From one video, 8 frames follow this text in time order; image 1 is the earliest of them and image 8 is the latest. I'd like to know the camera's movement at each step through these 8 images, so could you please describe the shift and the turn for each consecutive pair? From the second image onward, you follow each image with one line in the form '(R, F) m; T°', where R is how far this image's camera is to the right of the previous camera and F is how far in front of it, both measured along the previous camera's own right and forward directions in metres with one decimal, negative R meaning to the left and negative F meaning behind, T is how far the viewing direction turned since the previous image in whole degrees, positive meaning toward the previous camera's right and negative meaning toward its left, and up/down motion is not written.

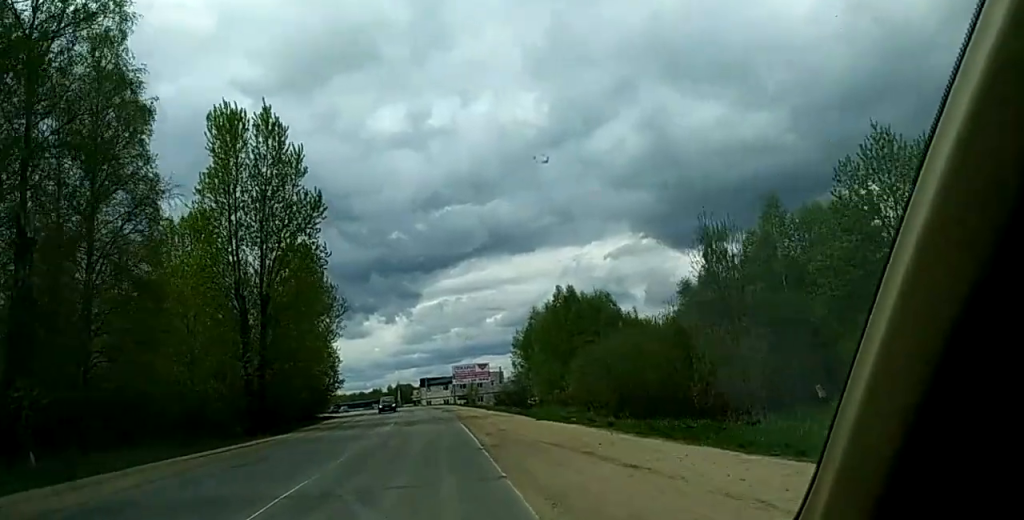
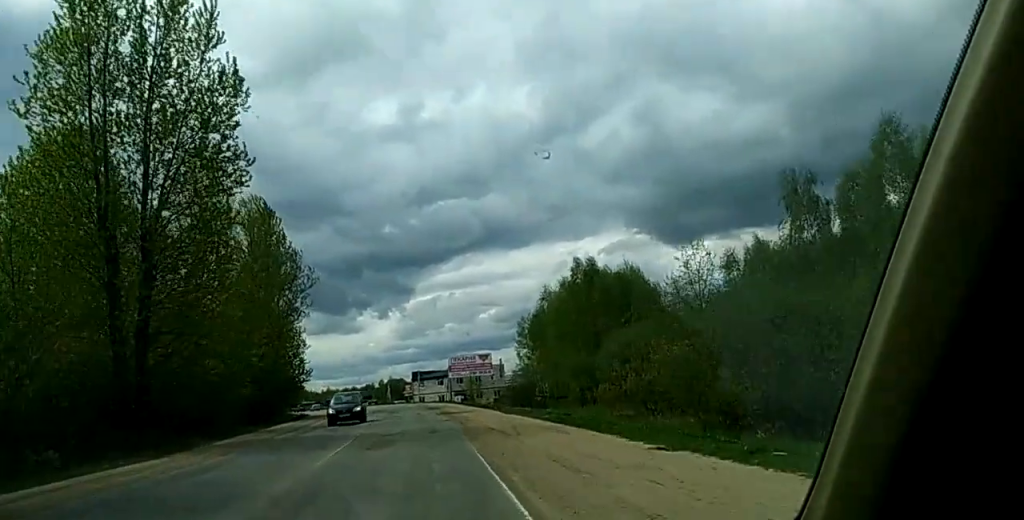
(0.0, +18.9) m; -2°
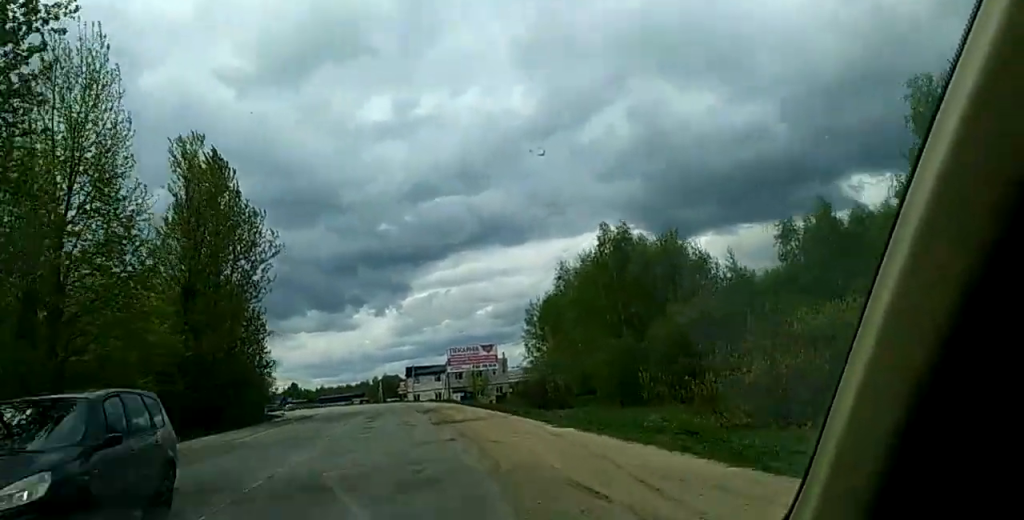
(-0.5, +15.9) m; -1°
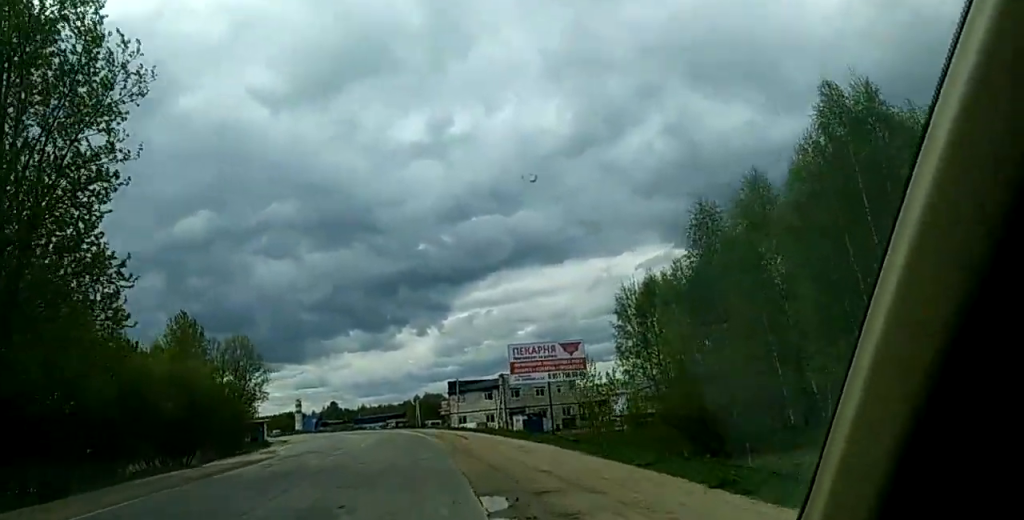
(-0.7, +34.9) m; -3°
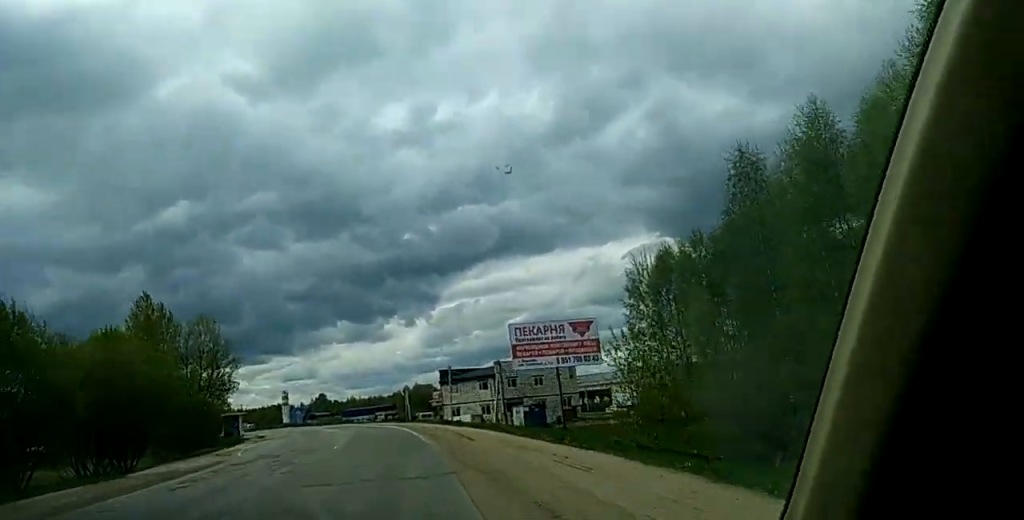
(-0.1, +9.0) m; -1°
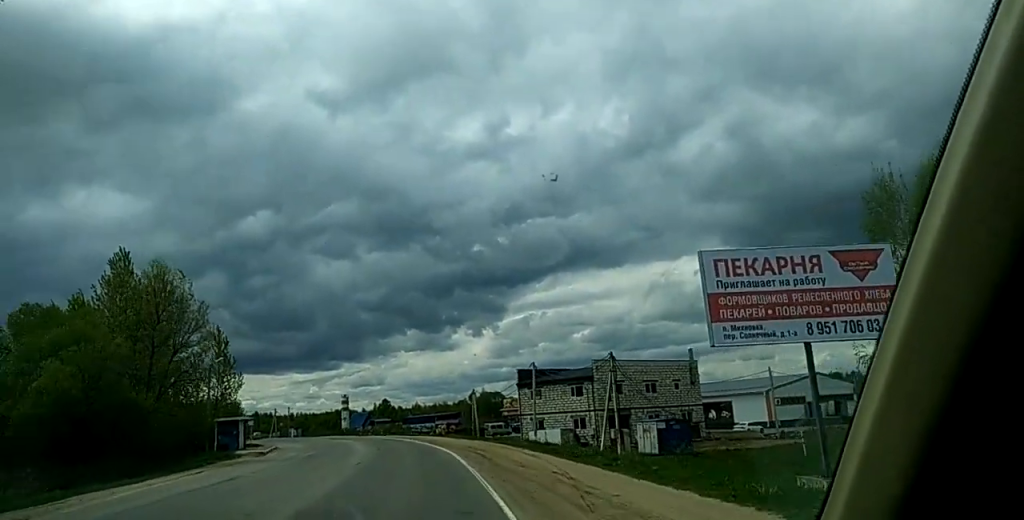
(+0.5, +29.9) m; +1°
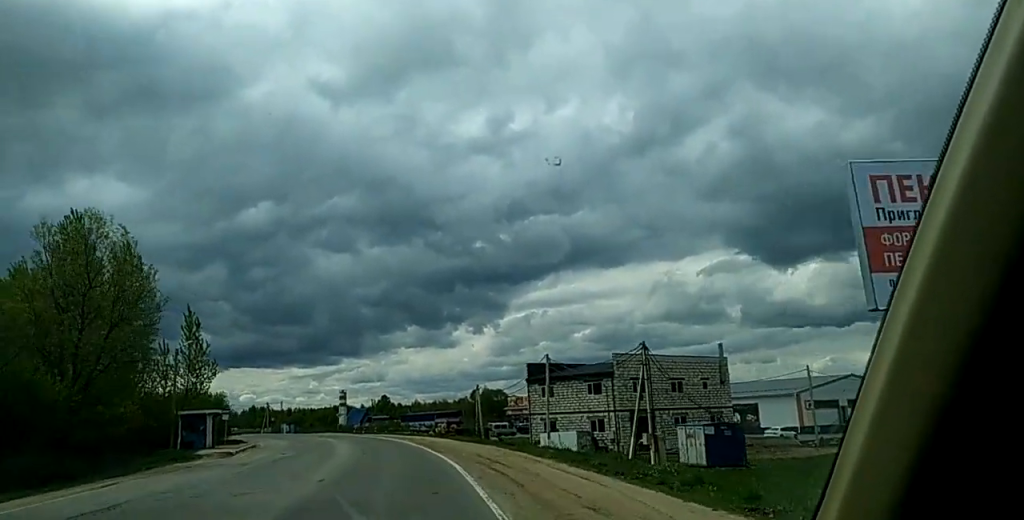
(0.0, +9.6) m; -1°
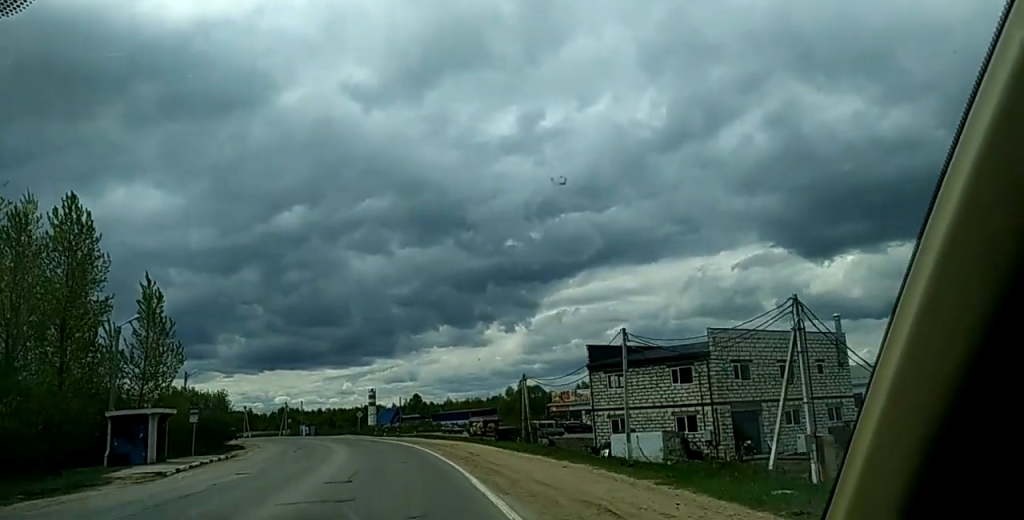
(-0.6, +18.3) m; -3°
